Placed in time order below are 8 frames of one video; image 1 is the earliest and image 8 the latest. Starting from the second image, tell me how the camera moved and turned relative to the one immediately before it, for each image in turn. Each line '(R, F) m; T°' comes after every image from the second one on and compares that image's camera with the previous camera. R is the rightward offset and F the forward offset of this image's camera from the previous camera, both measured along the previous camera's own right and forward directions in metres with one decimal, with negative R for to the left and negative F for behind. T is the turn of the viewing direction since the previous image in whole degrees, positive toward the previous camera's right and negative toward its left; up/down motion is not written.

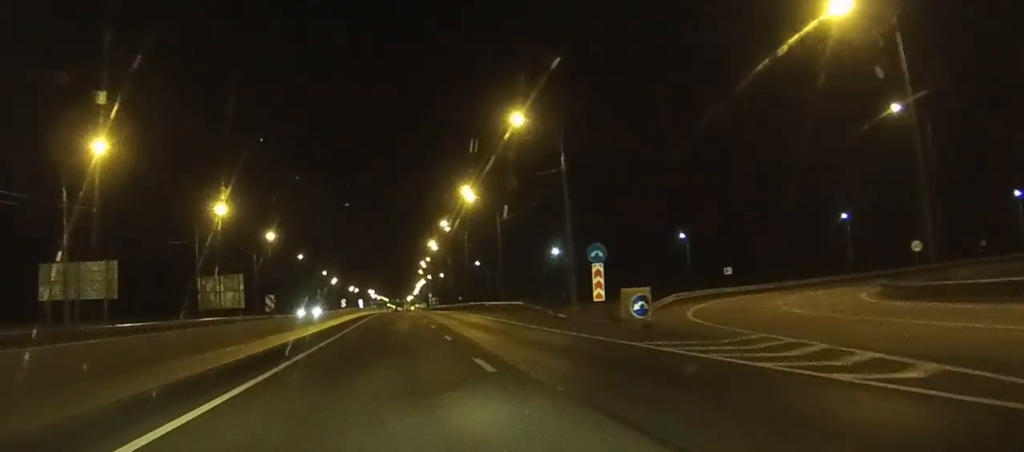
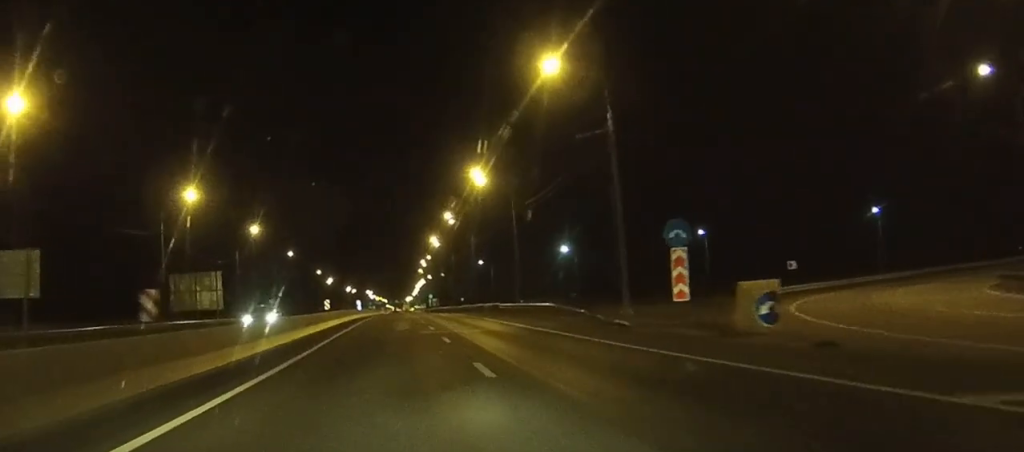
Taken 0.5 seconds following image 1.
(0.0, +12.6) m; 0°
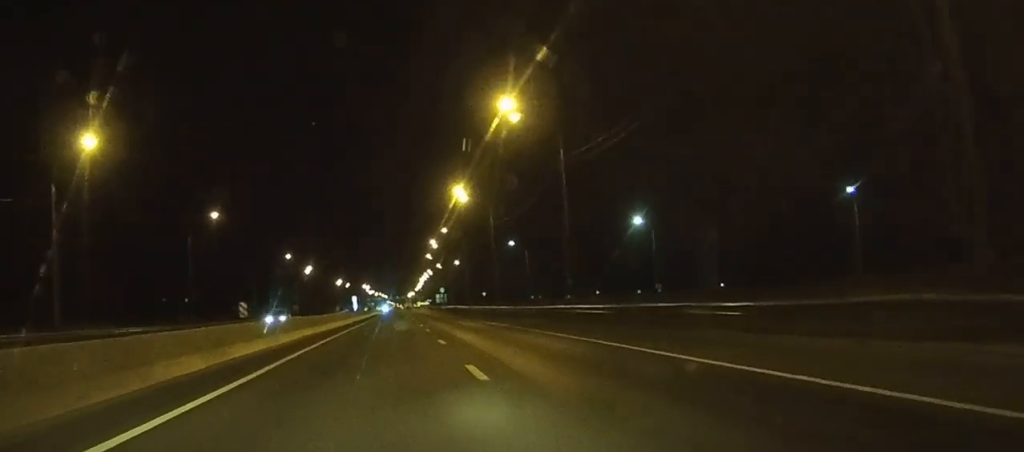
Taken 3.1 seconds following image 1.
(+0.2, +60.9) m; 0°
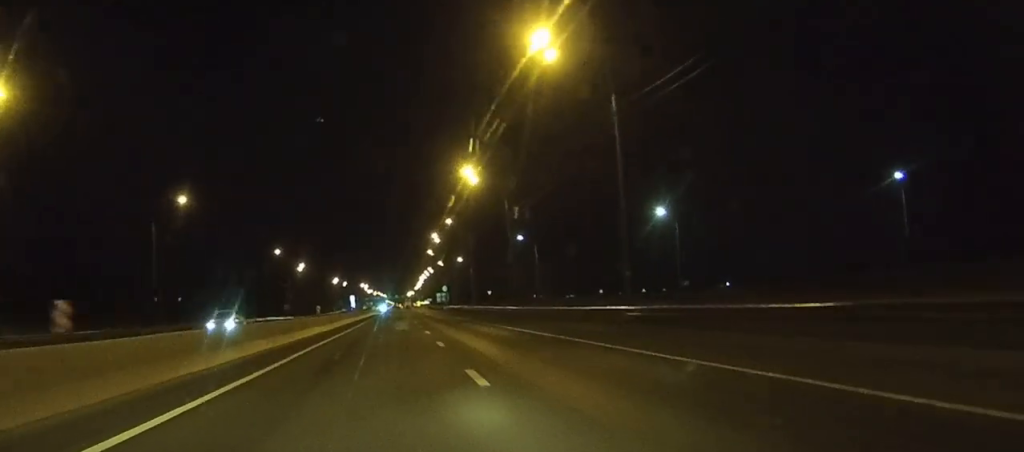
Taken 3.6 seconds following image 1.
(0.0, +12.6) m; 0°
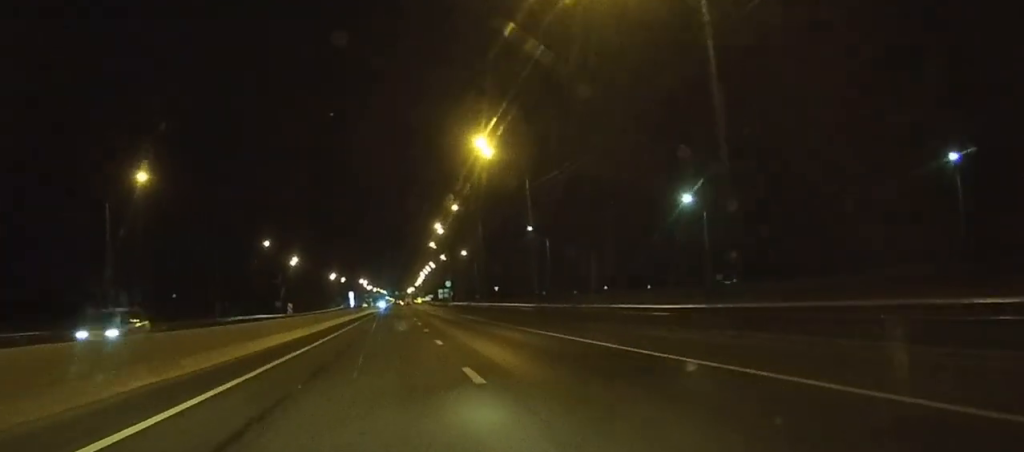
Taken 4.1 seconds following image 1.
(0.0, +11.8) m; 0°
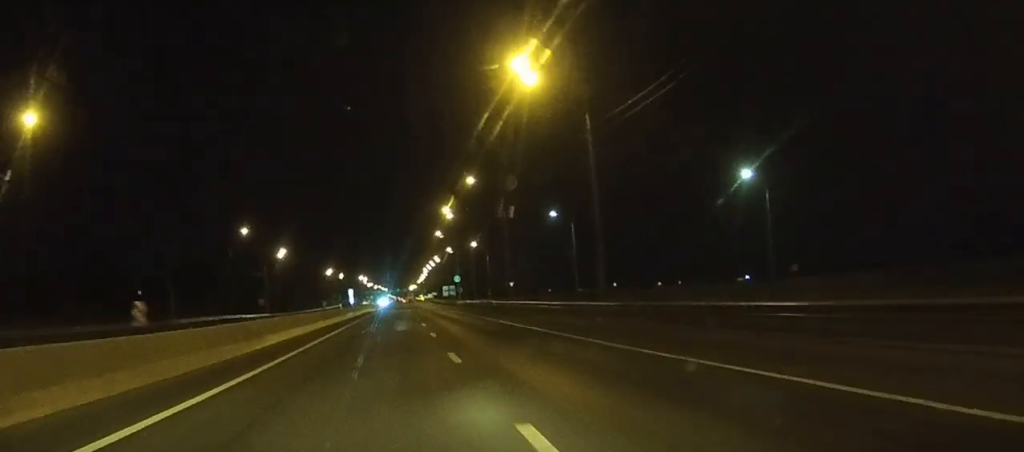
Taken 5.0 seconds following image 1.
(0.0, +19.6) m; 0°
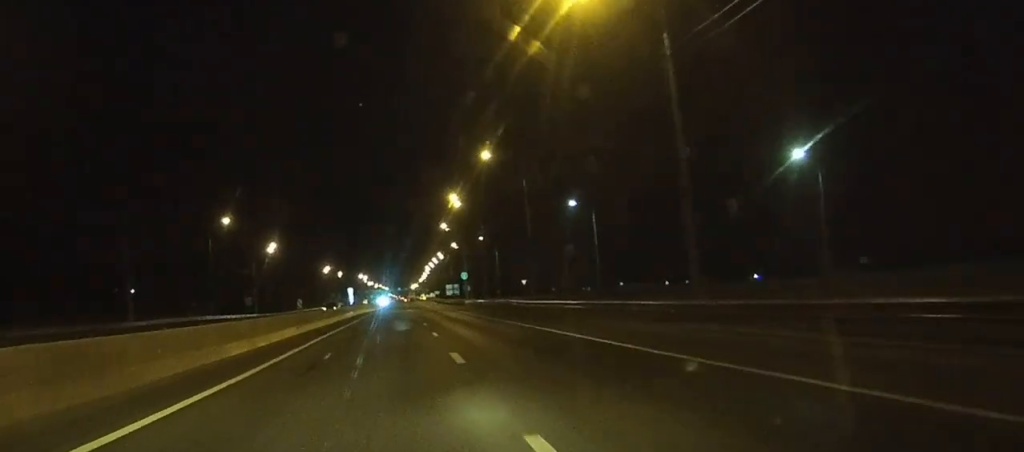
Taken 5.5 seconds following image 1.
(0.0, +12.5) m; 0°
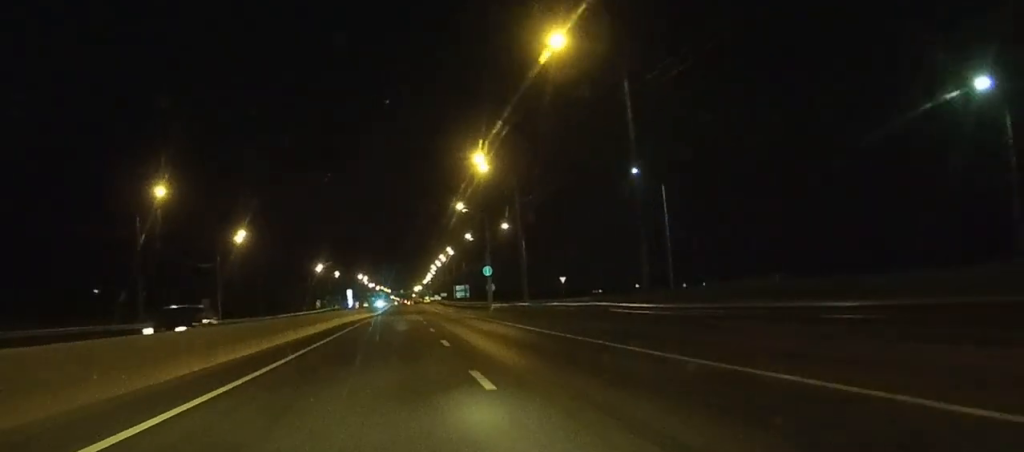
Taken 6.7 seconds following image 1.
(-0.1, +28.2) m; 0°
